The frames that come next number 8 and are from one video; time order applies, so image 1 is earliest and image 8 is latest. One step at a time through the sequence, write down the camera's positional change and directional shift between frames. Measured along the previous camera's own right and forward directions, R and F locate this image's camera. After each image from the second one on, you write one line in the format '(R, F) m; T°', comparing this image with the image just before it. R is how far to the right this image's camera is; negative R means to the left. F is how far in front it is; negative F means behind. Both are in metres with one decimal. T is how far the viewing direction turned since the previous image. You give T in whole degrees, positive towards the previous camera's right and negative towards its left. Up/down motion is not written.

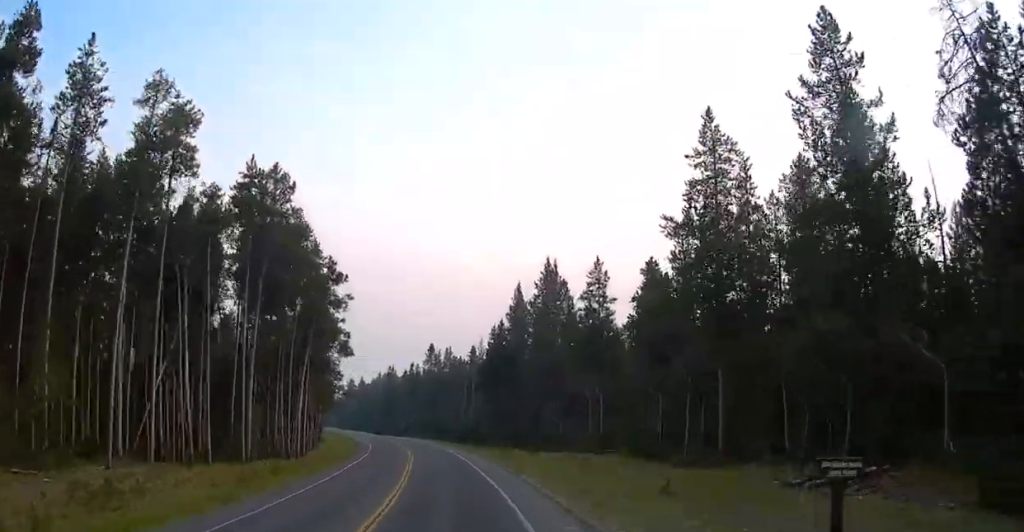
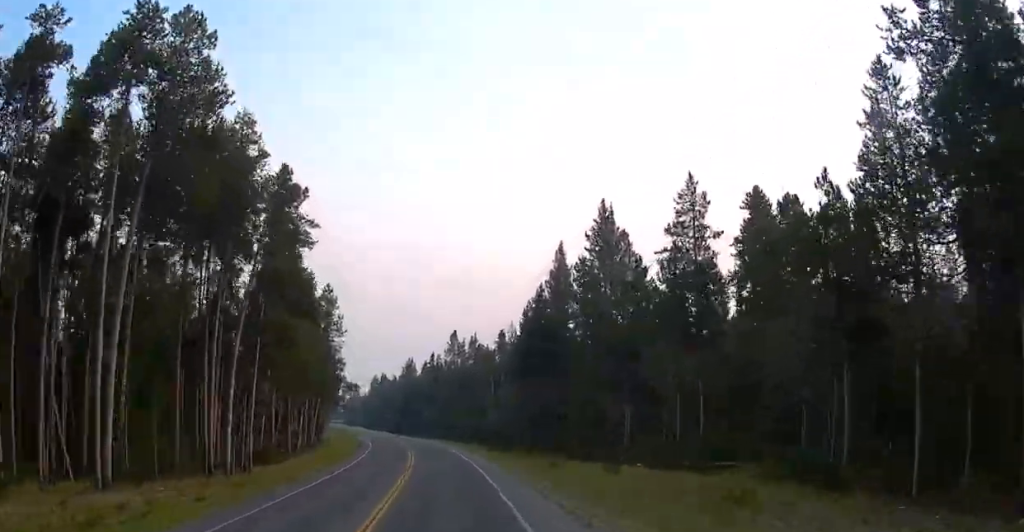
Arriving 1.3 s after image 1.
(-0.4, +18.3) m; -4°
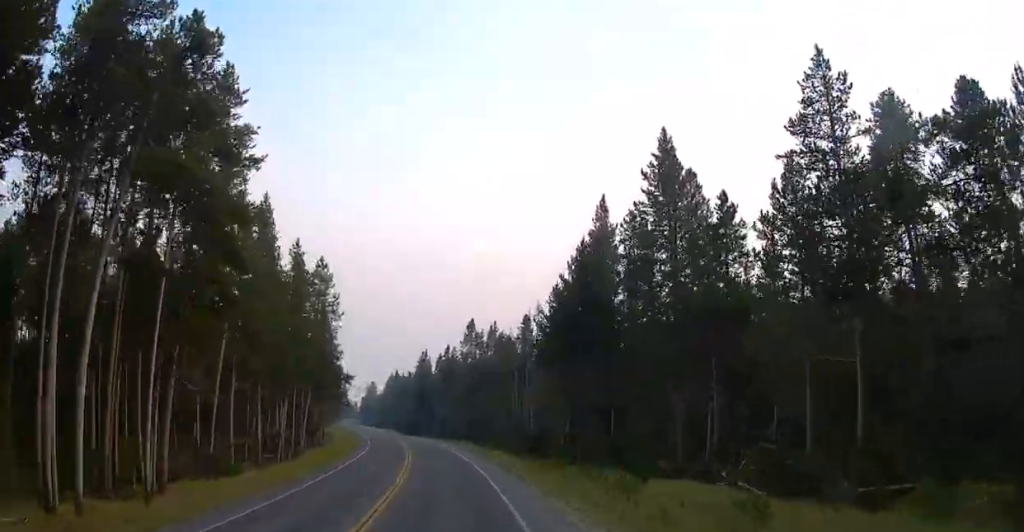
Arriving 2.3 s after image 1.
(-0.6, +13.8) m; -2°
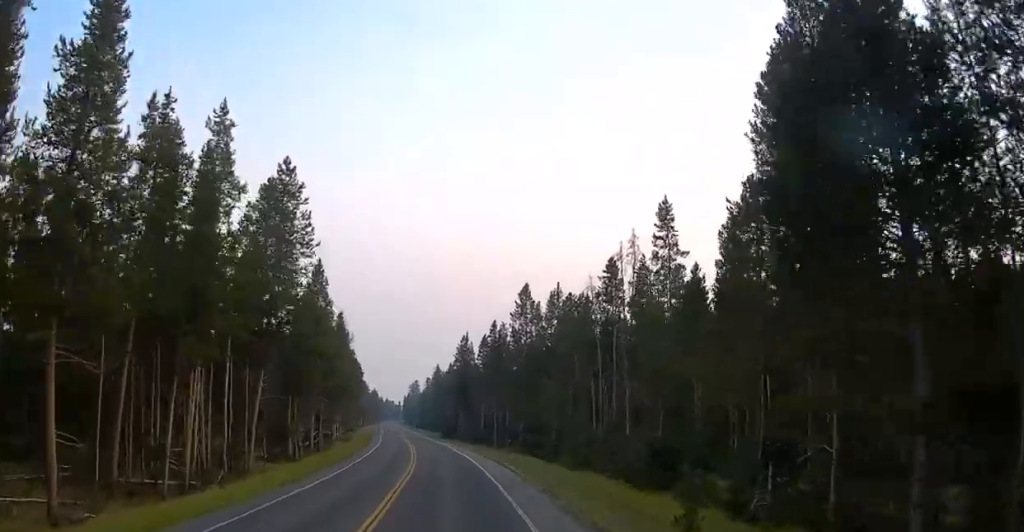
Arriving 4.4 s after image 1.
(+0.2, +31.8) m; -1°
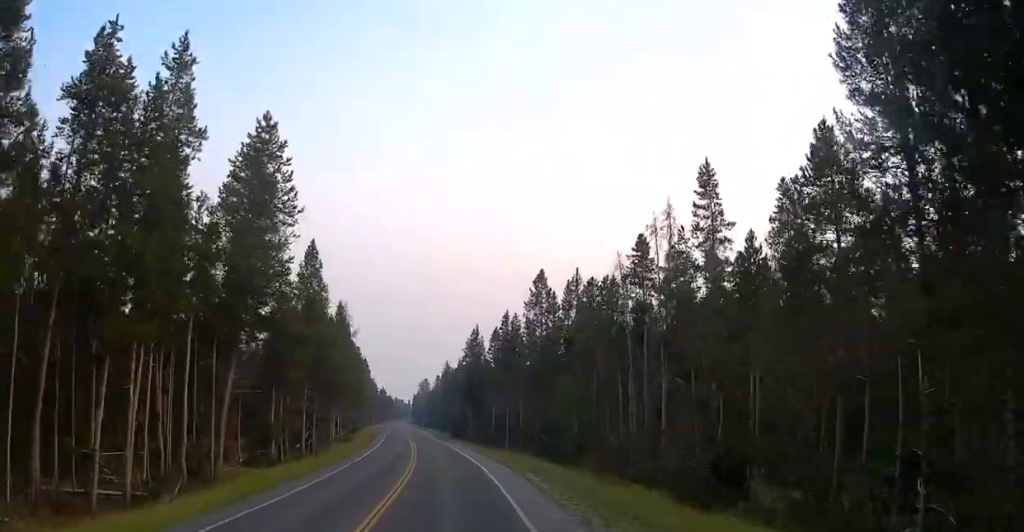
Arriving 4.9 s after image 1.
(0.0, +7.8) m; -1°
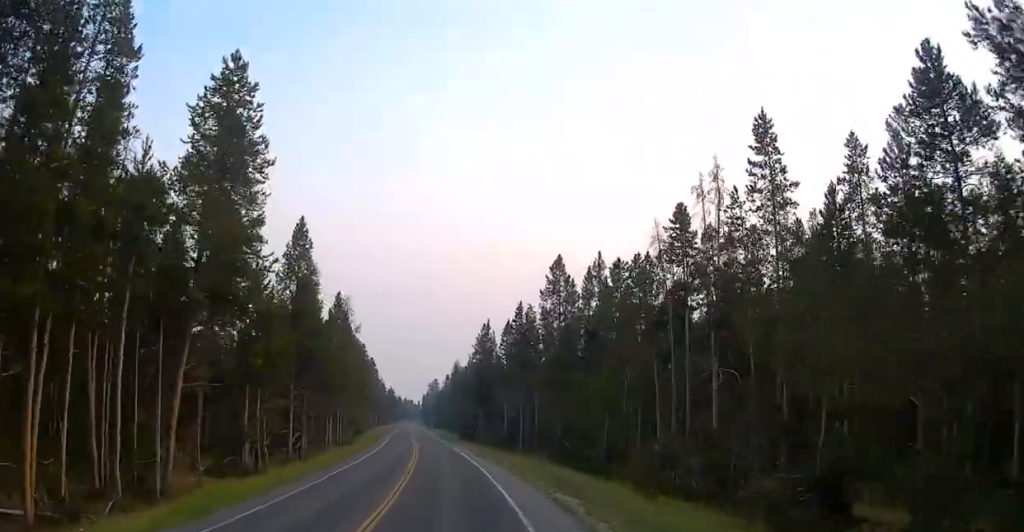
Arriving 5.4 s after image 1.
(-0.2, +8.0) m; -1°
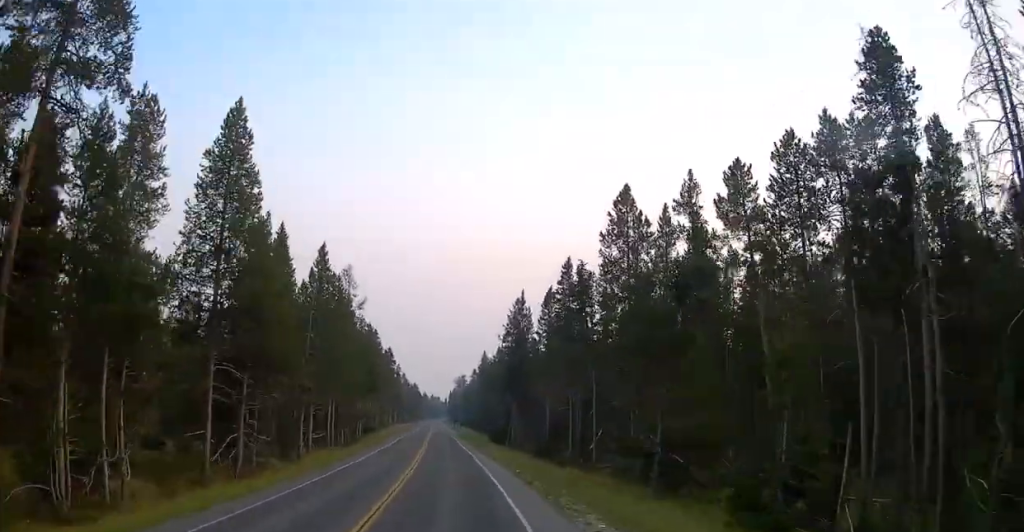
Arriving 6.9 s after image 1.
(-0.5, +21.8) m; -4°
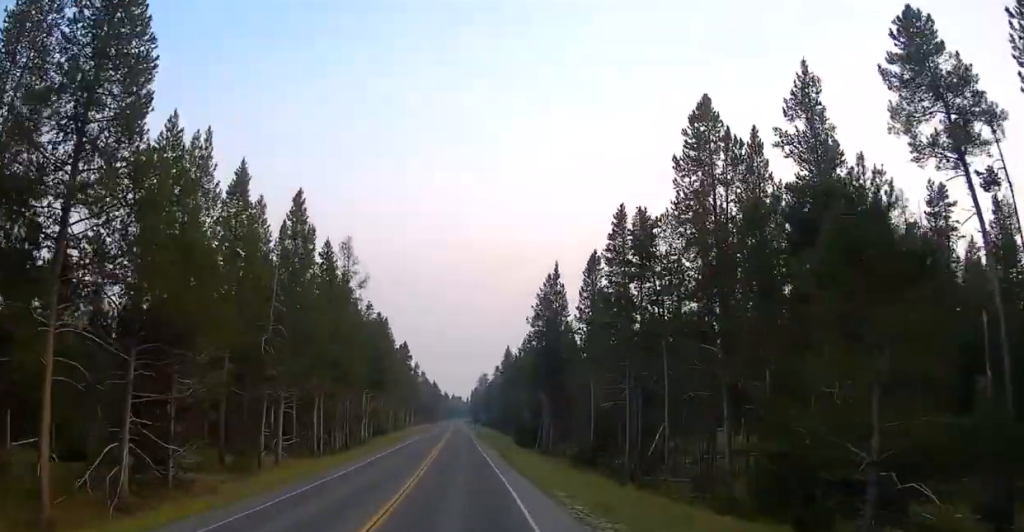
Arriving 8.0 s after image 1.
(-0.5, +15.1) m; -2°
